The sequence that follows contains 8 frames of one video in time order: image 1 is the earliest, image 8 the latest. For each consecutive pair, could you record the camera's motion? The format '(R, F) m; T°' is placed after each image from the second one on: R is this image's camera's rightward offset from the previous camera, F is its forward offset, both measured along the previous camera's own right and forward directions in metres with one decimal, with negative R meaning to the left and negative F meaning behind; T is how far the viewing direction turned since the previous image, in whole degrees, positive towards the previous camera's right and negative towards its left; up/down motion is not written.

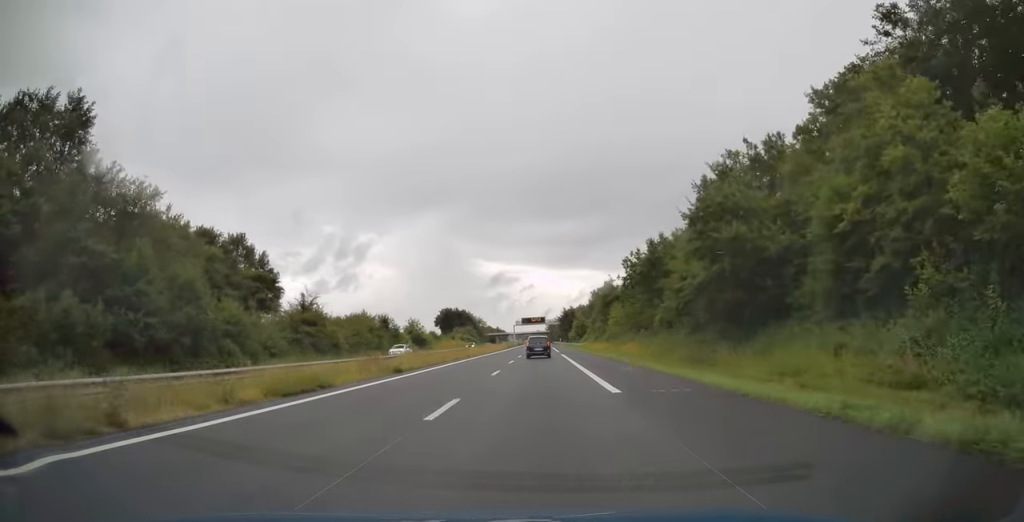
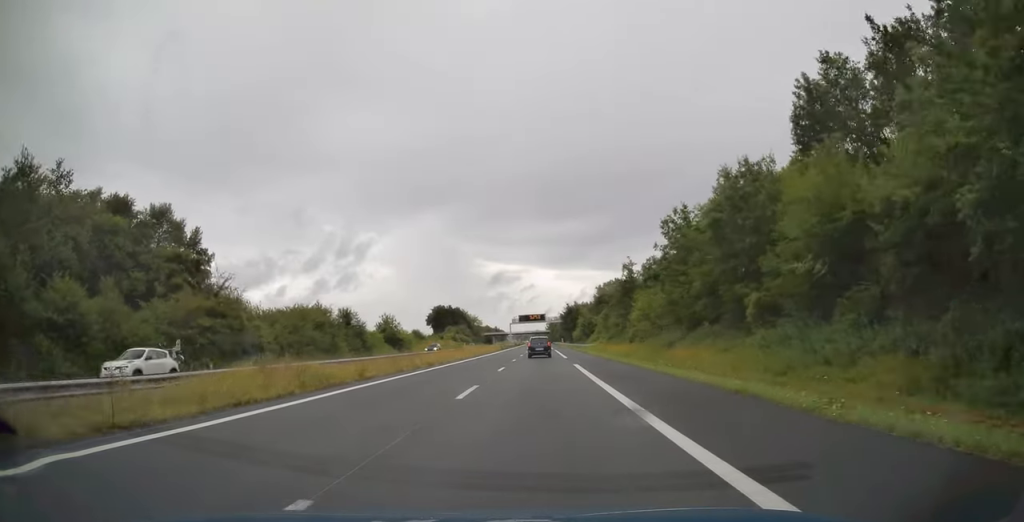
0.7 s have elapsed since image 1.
(0.0, +22.1) m; 0°
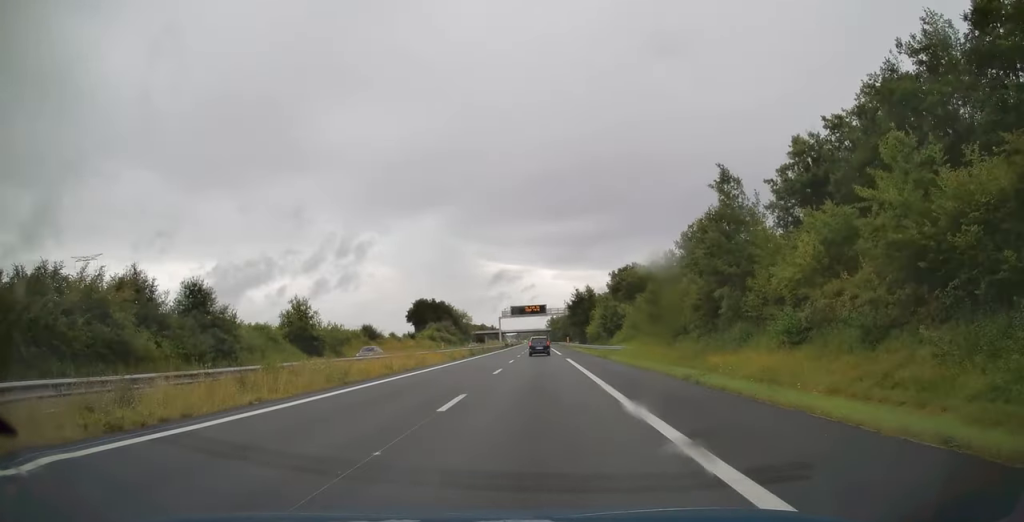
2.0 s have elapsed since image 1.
(-0.1, +41.5) m; 0°
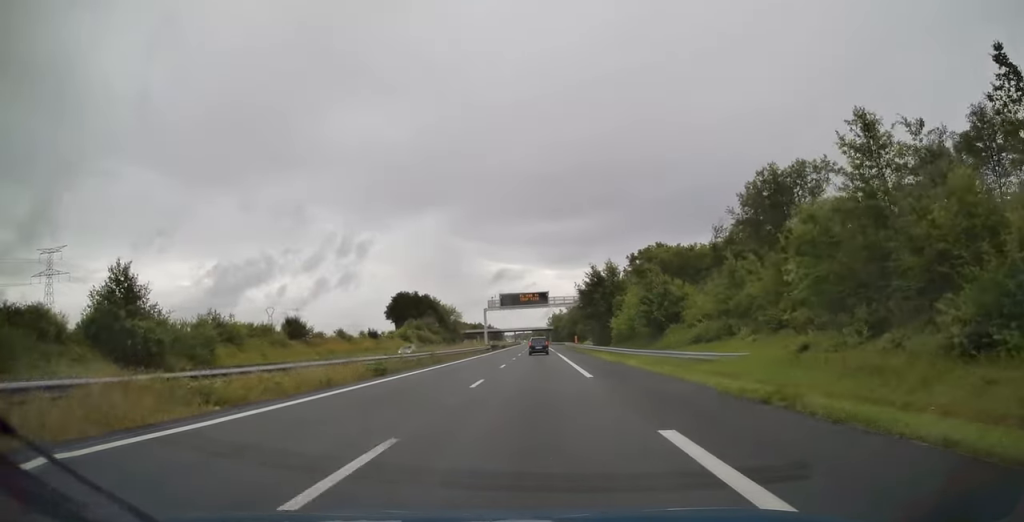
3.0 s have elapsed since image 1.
(+0.1, +33.4) m; 0°
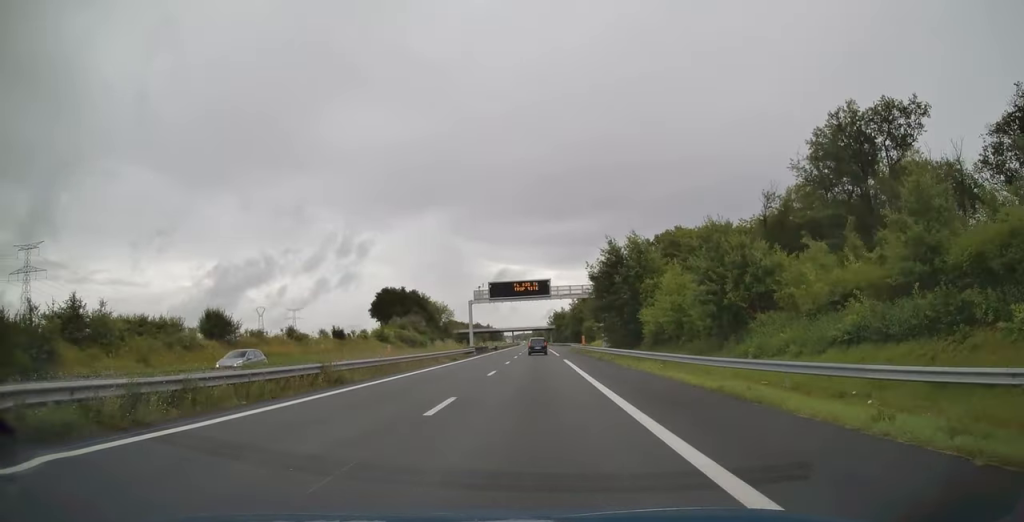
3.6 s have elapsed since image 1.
(0.0, +19.4) m; 0°
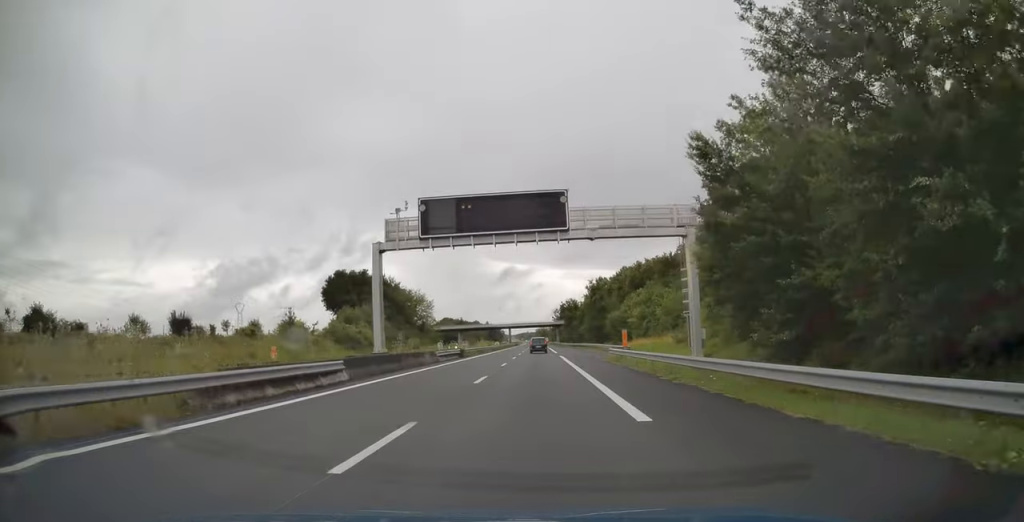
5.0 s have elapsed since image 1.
(-0.1, +43.6) m; 0°
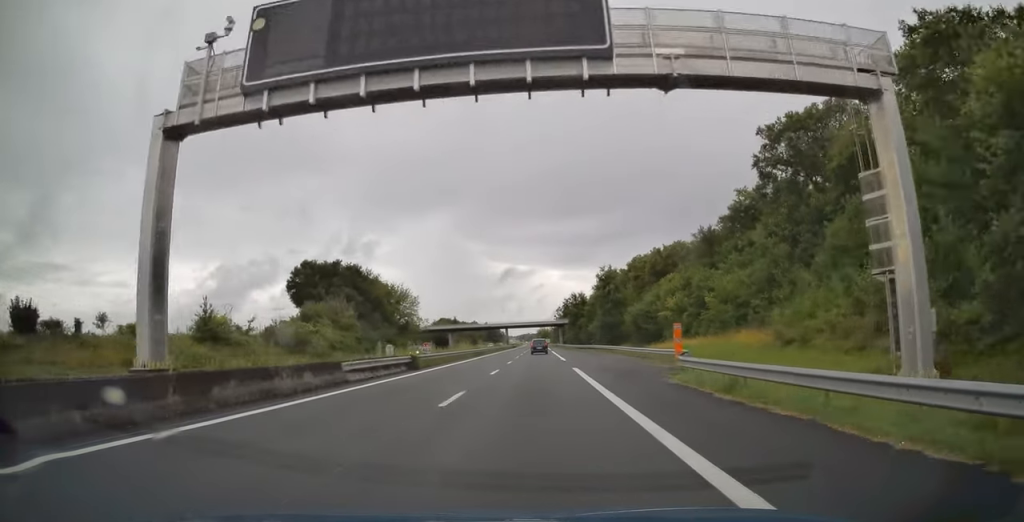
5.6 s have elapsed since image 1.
(-0.1, +19.4) m; 0°
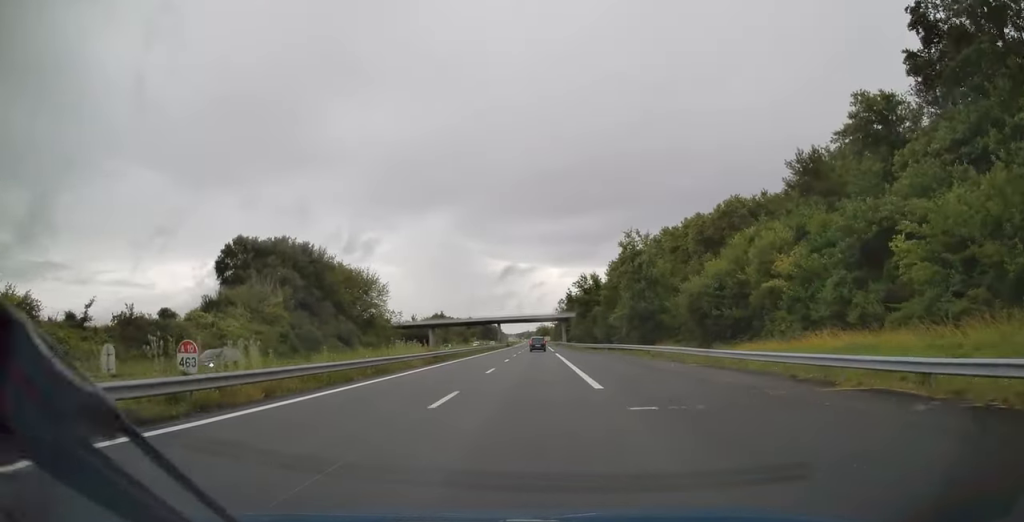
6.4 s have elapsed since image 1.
(0.0, +26.4) m; 0°
